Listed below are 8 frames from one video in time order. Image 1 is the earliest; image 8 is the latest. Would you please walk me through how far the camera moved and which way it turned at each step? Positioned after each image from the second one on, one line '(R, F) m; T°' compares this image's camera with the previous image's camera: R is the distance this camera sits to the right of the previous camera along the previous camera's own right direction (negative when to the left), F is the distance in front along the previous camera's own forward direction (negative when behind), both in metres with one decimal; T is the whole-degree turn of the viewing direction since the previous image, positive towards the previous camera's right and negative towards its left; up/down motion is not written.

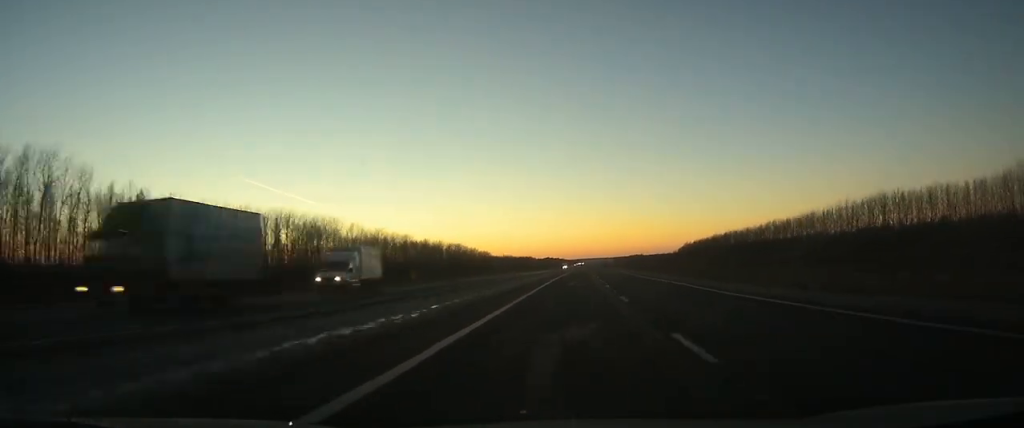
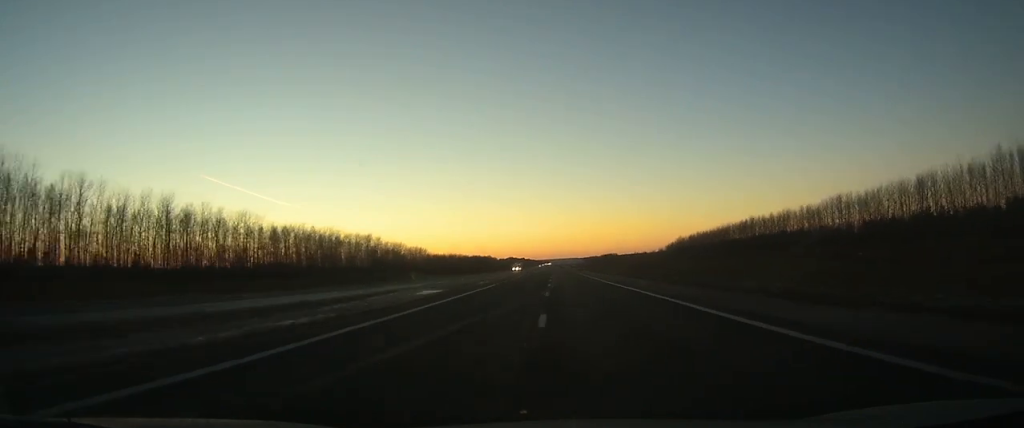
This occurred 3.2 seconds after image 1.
(+1.9, +90.4) m; +2°
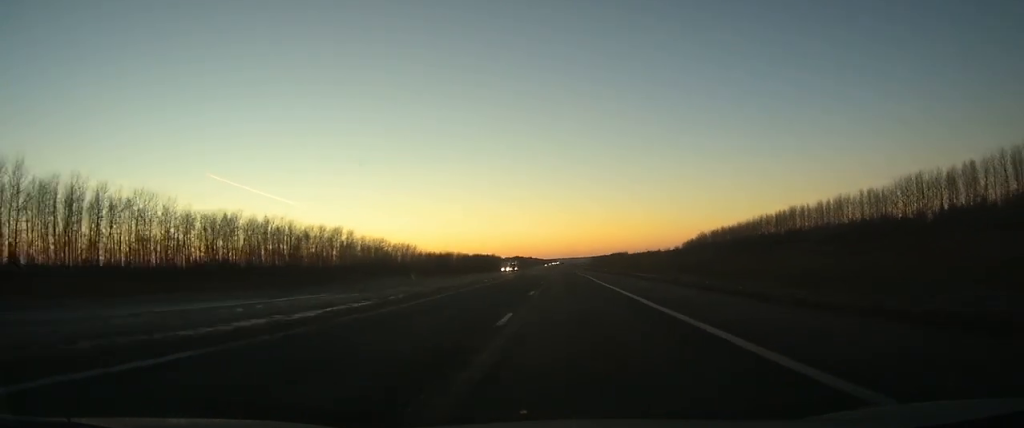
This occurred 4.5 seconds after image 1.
(+0.1, +35.7) m; 0°
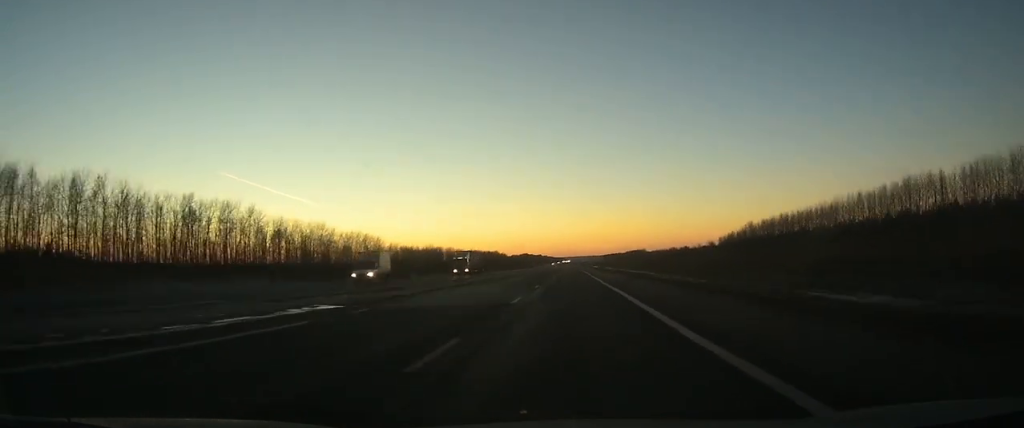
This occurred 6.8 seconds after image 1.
(-0.4, +65.7) m; -1°
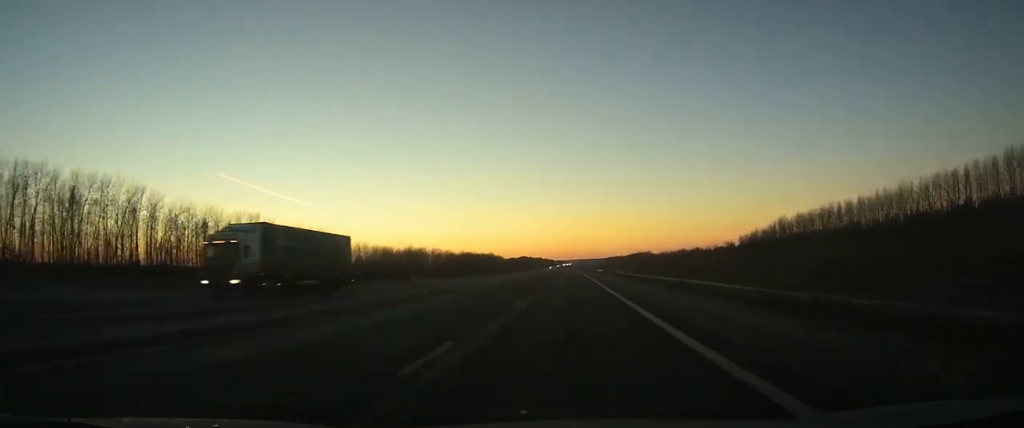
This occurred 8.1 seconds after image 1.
(-0.1, +35.8) m; 0°
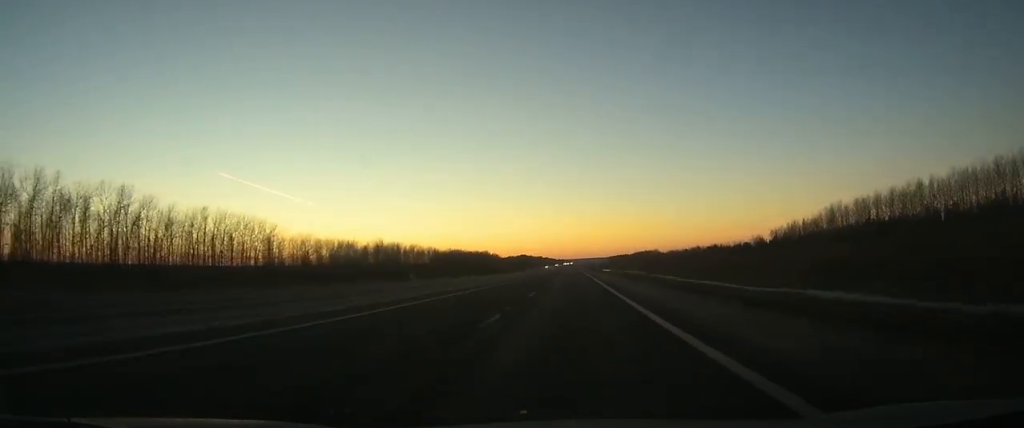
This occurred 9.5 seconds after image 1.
(0.0, +41.7) m; 0°
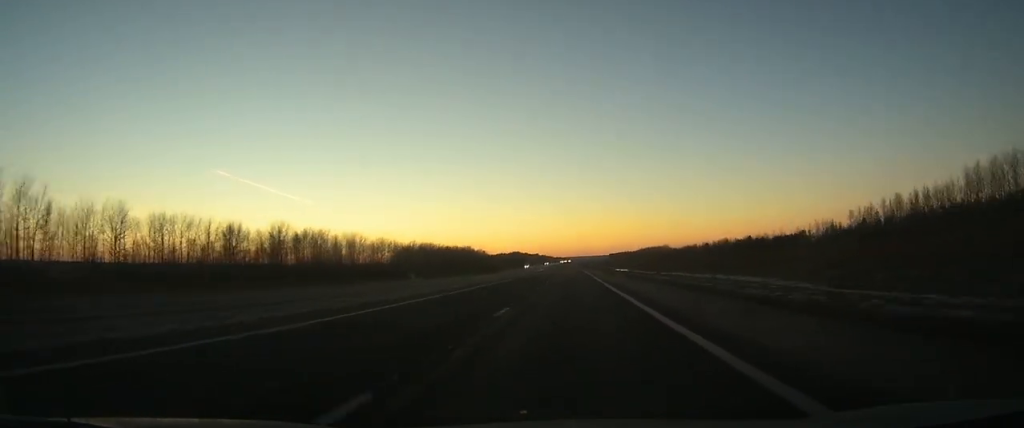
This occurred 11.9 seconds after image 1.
(+0.1, +68.9) m; 0°
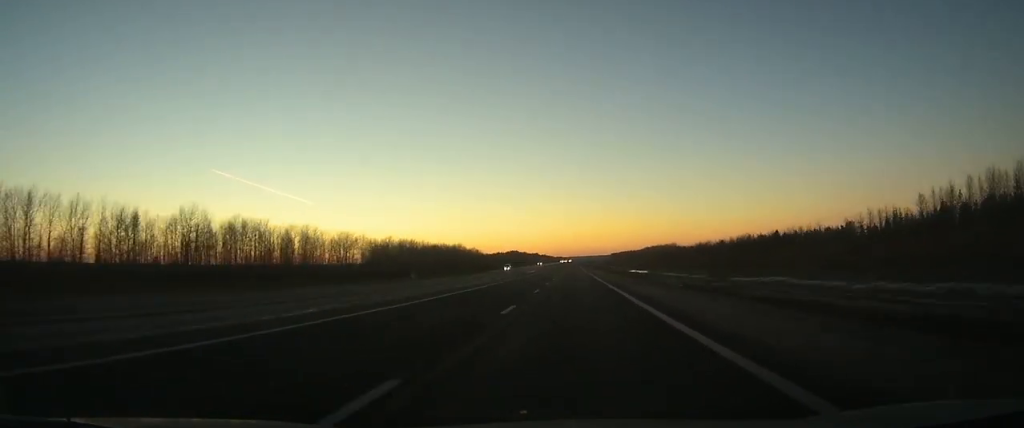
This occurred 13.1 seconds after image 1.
(-0.1, +34.7) m; 0°
